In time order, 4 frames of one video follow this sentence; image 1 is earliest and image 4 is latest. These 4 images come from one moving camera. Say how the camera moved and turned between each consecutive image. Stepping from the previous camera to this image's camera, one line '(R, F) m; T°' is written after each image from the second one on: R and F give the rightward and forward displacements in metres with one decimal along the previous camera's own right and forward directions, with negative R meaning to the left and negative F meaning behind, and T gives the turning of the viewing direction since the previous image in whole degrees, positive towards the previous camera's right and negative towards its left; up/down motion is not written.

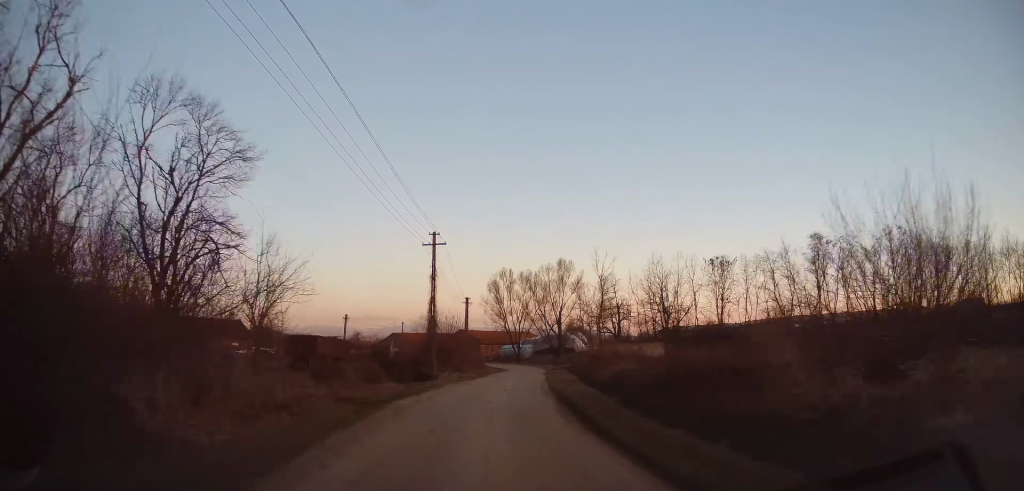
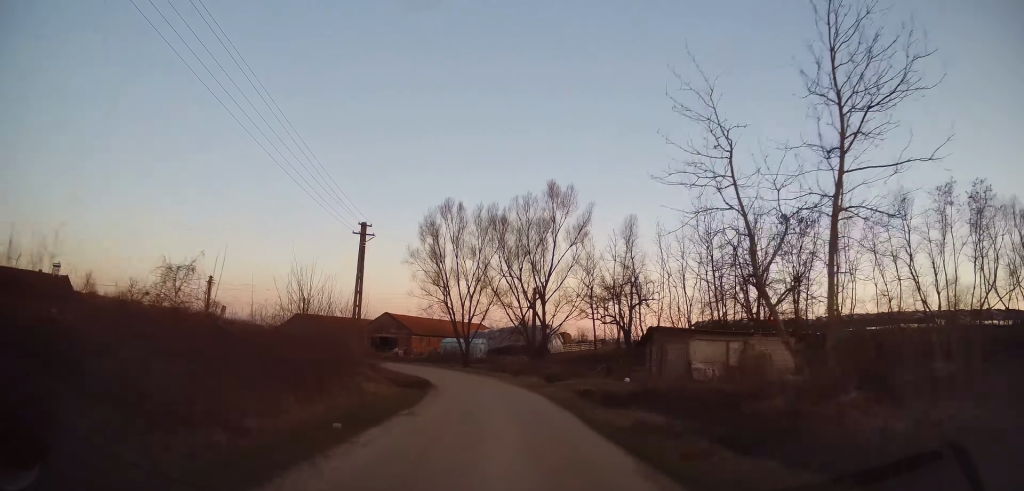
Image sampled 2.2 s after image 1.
(+2.1, +33.9) m; +6°
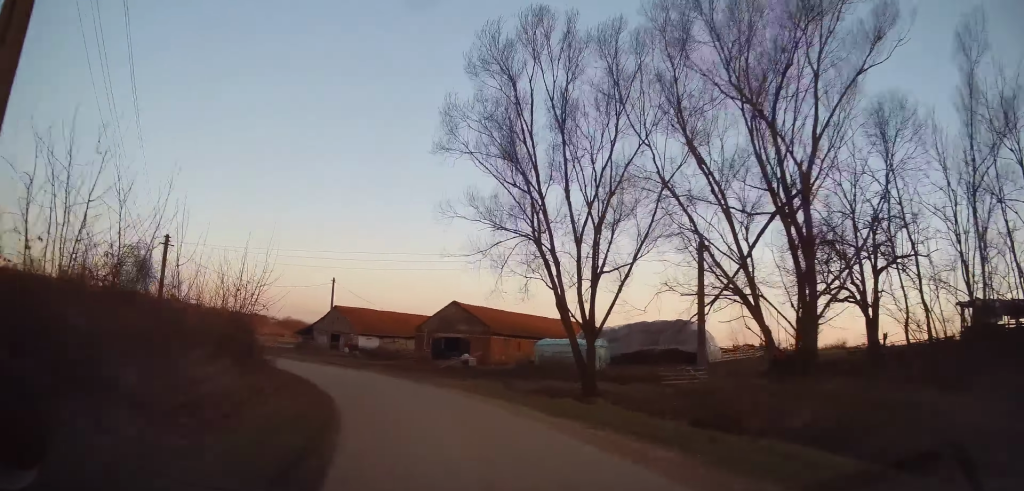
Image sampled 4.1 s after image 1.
(-1.6, +26.1) m; -14°
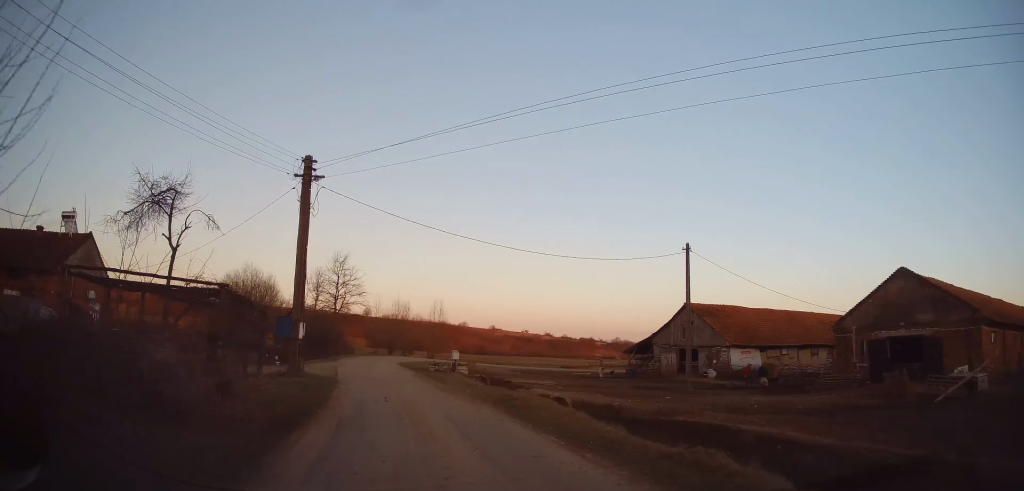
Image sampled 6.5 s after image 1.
(-7.7, +25.1) m; -31°
